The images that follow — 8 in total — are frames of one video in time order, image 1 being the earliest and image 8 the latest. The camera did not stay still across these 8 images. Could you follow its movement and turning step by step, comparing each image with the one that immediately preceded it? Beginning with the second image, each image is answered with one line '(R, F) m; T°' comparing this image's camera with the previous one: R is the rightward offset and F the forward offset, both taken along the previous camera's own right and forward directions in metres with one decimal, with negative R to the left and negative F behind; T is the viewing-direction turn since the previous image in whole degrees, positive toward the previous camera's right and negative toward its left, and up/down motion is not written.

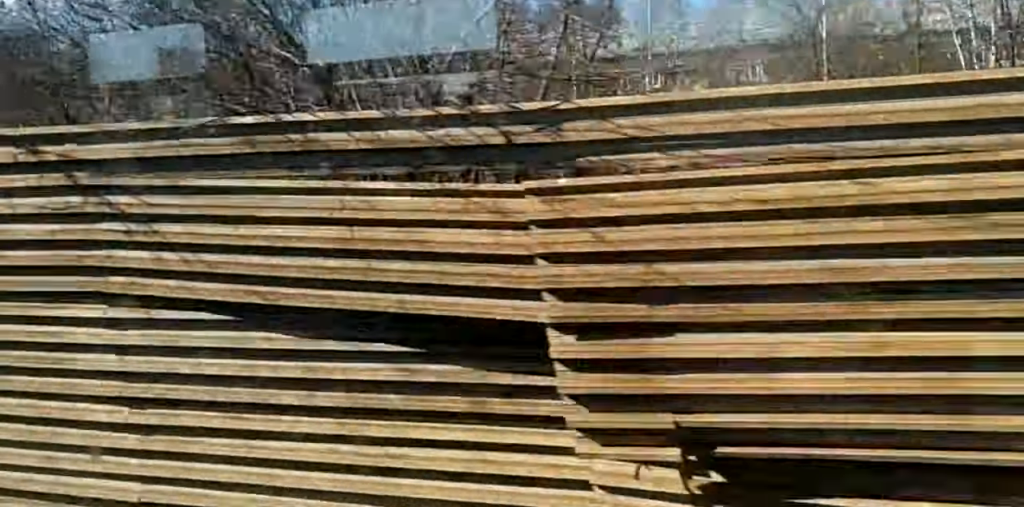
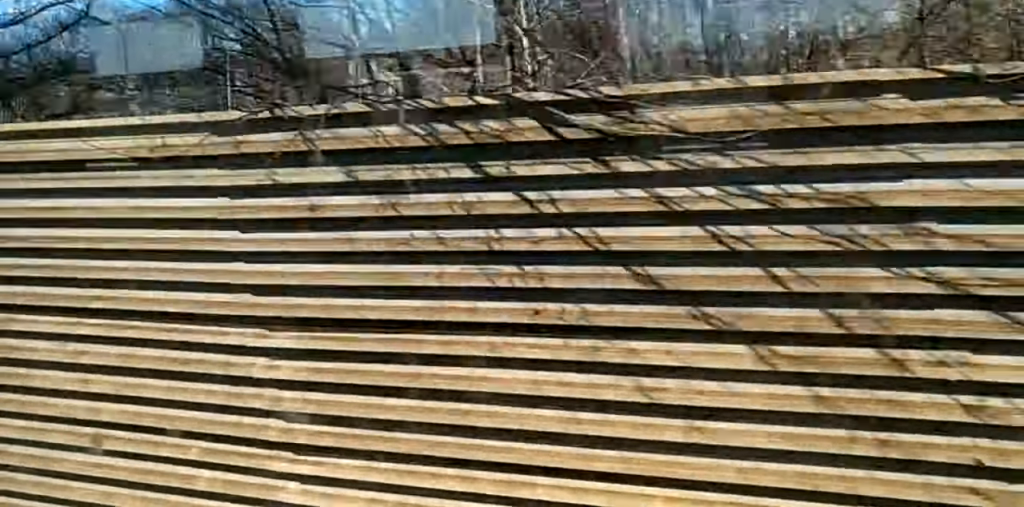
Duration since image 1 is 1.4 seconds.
(0.0, +30.1) m; 0°
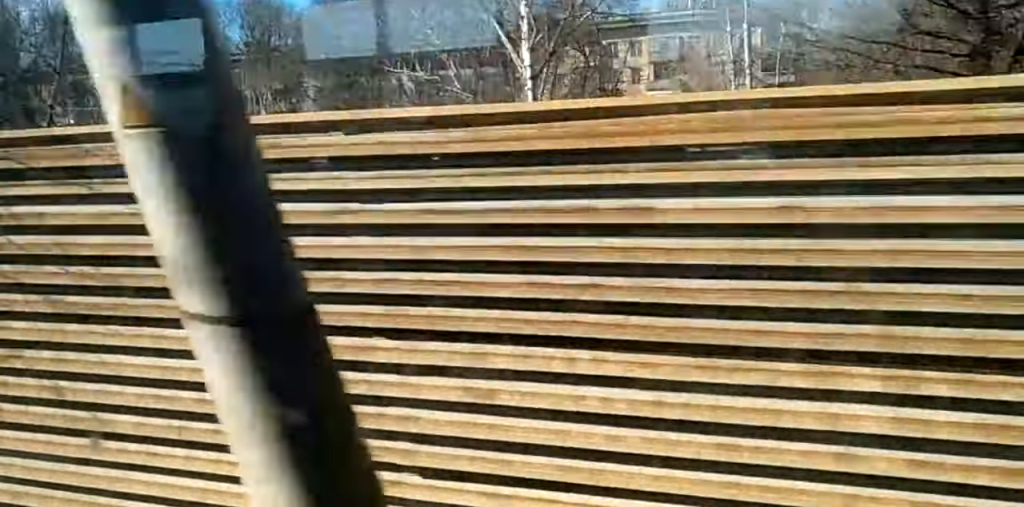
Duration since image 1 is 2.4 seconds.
(-0.2, +21.3) m; 0°
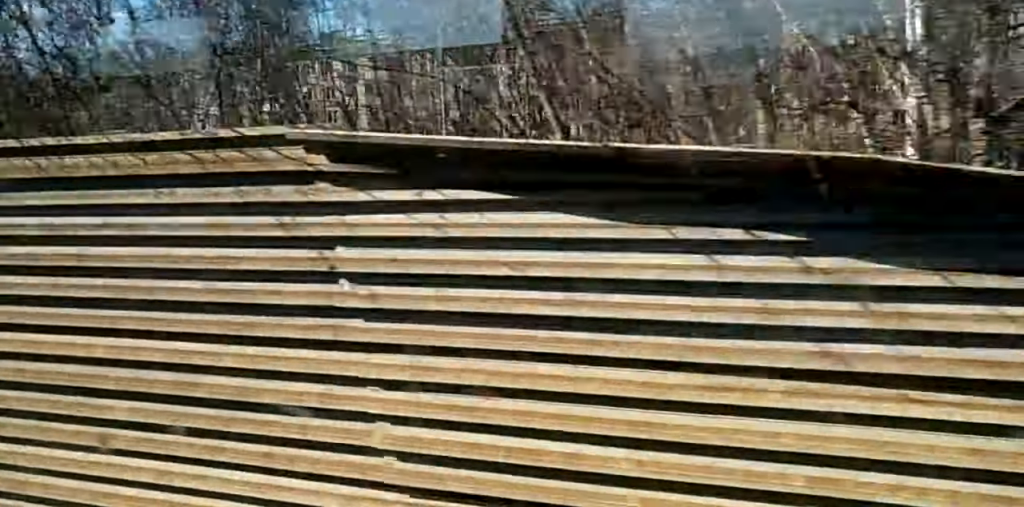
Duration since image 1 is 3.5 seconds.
(0.0, +23.7) m; 0°
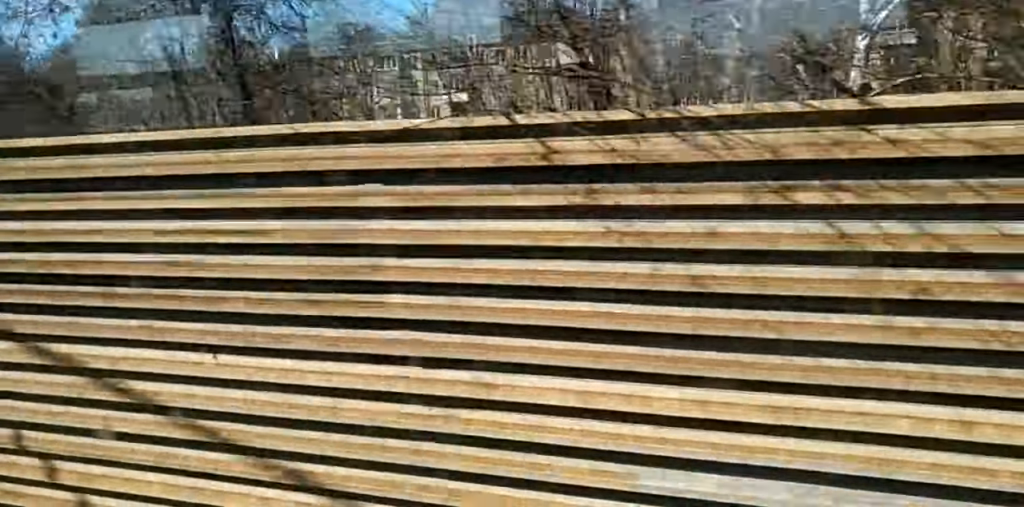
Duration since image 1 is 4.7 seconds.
(-0.1, +24.4) m; 0°
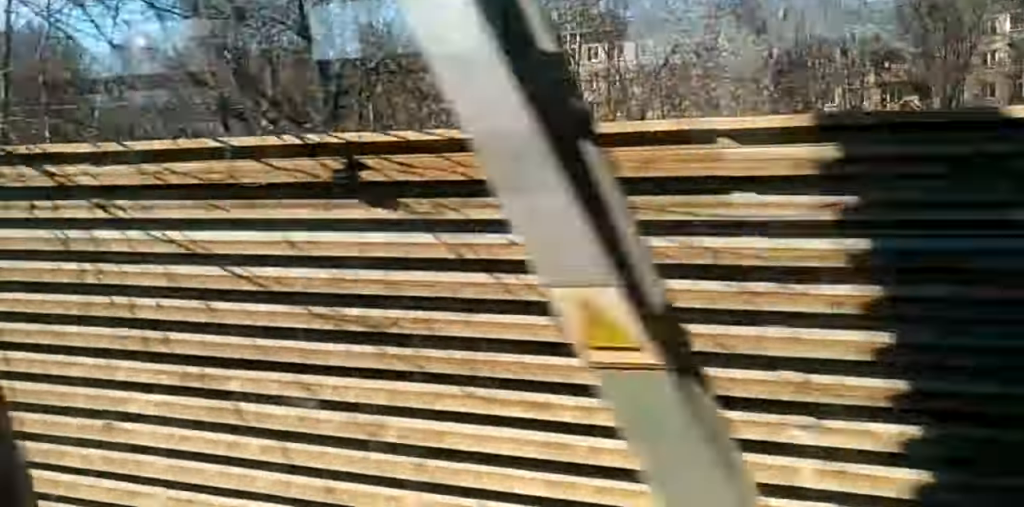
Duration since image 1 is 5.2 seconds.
(0.0, +10.1) m; 0°
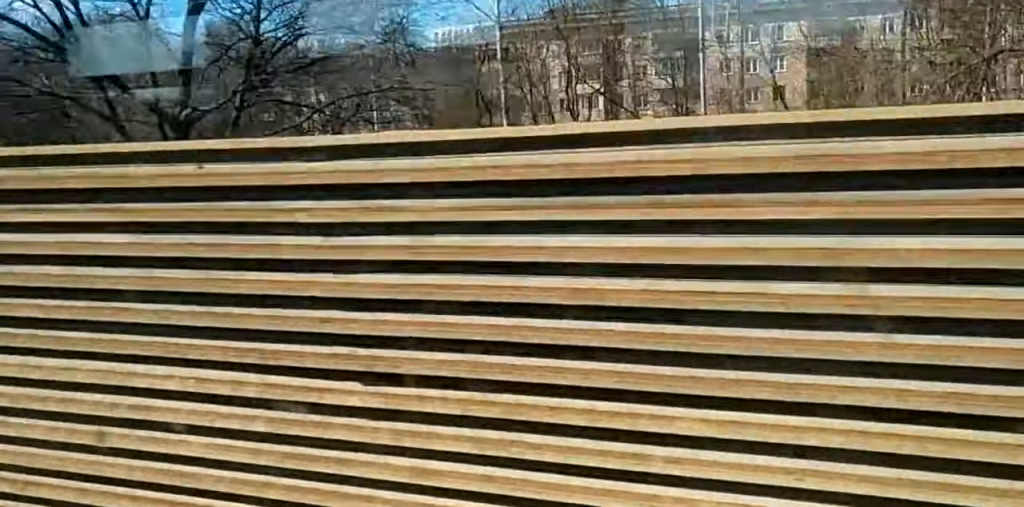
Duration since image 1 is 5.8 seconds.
(+0.1, +13.4) m; 0°
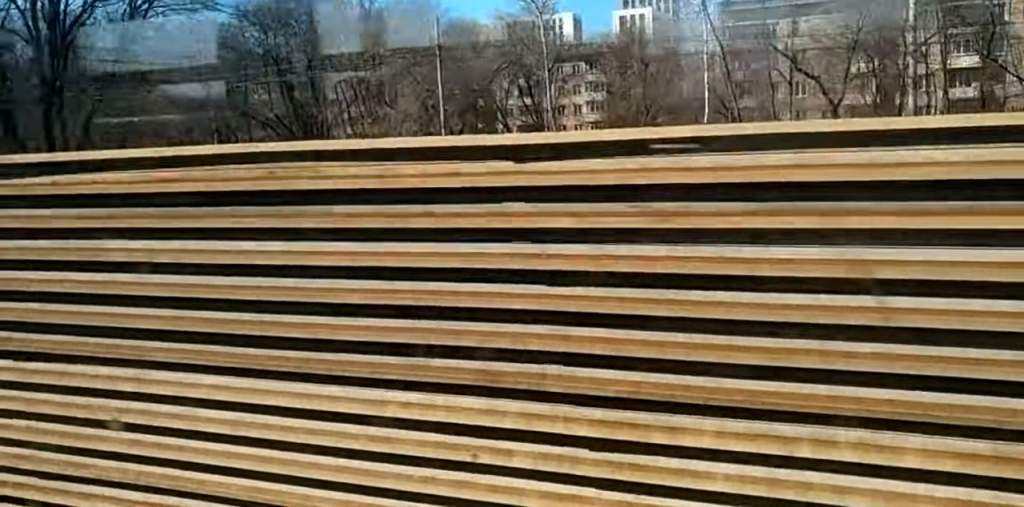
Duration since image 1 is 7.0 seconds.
(+0.1, +25.2) m; 0°
